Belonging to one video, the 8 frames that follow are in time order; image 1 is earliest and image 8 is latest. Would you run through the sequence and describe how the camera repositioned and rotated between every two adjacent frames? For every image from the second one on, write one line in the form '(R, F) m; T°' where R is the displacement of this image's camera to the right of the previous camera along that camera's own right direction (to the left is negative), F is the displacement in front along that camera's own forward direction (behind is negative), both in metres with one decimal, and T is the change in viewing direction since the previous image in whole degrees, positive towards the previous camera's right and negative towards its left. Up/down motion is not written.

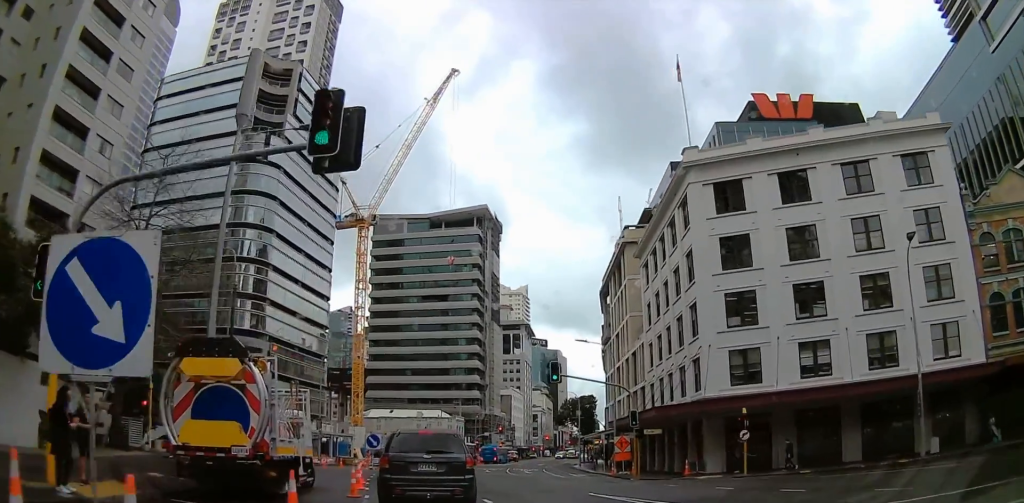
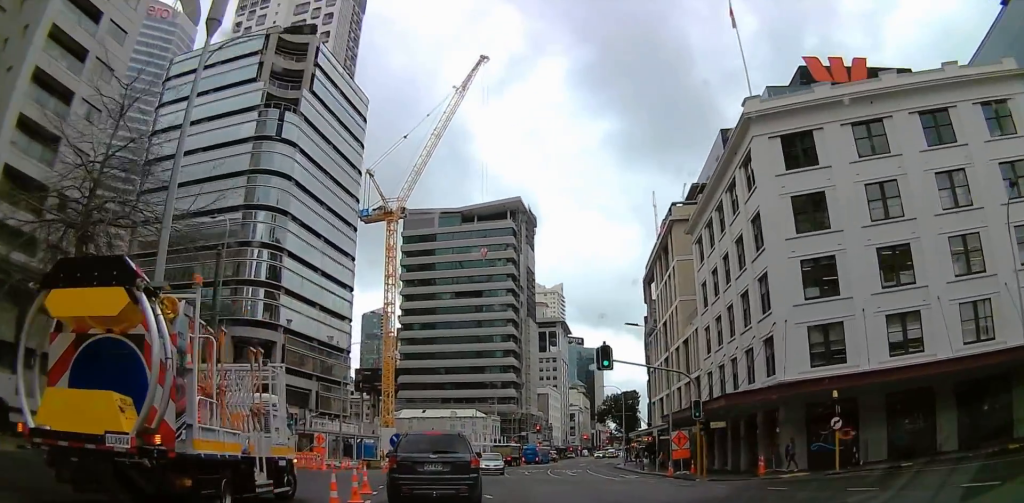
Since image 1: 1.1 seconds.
(-0.5, +6.2) m; -8°
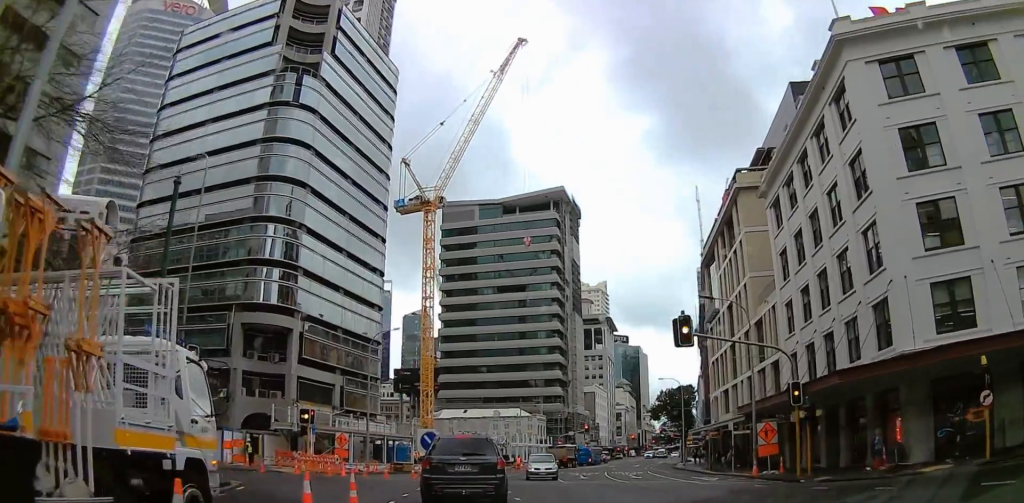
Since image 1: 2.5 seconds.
(-0.3, +7.4) m; -3°
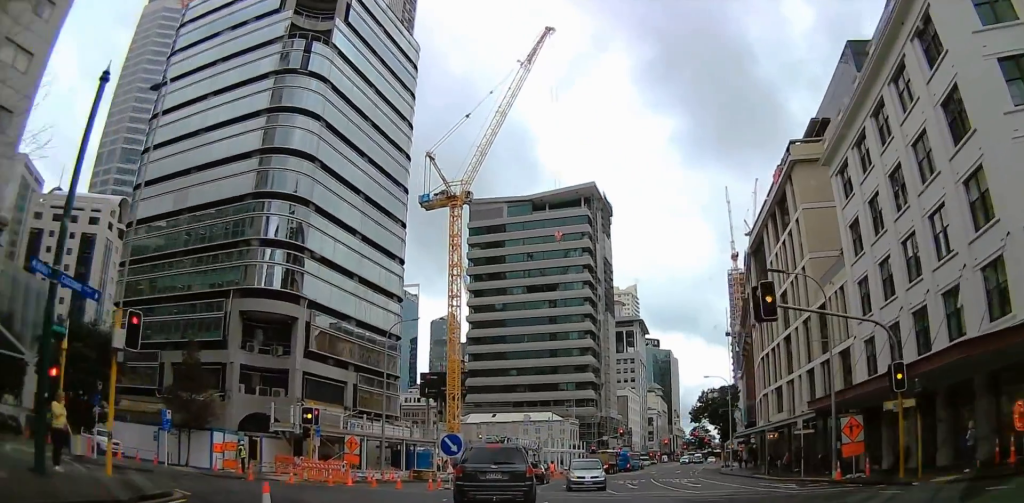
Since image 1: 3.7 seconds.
(0.0, +6.1) m; 0°
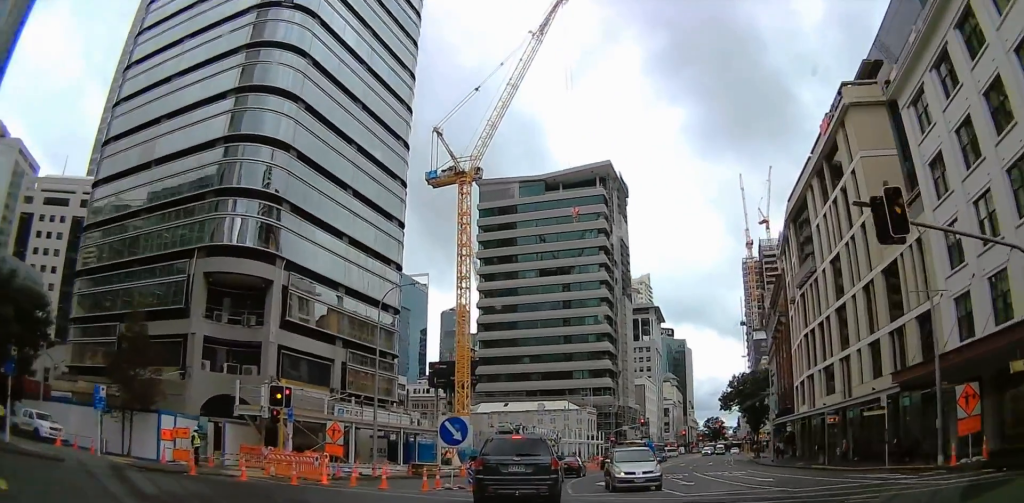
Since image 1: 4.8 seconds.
(0.0, +6.1) m; 0°
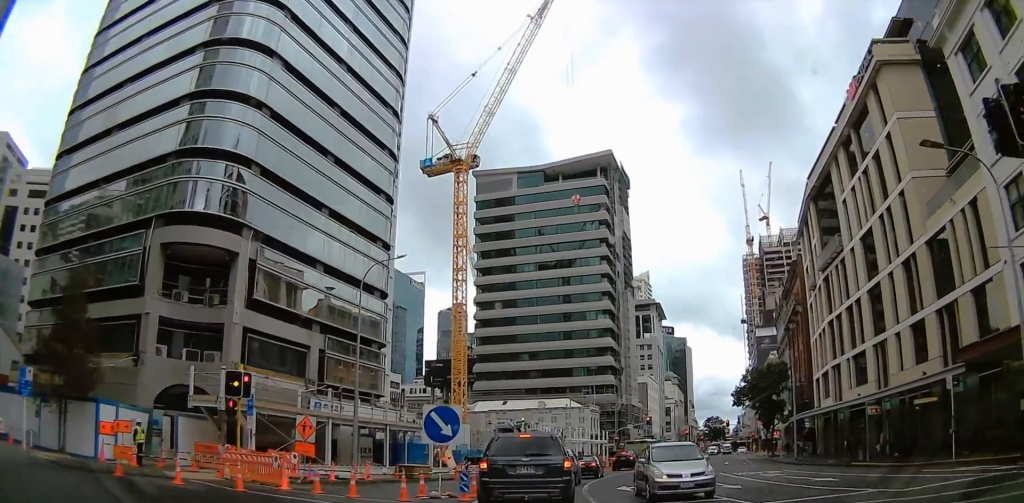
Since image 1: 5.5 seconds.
(0.0, +3.6) m; 0°
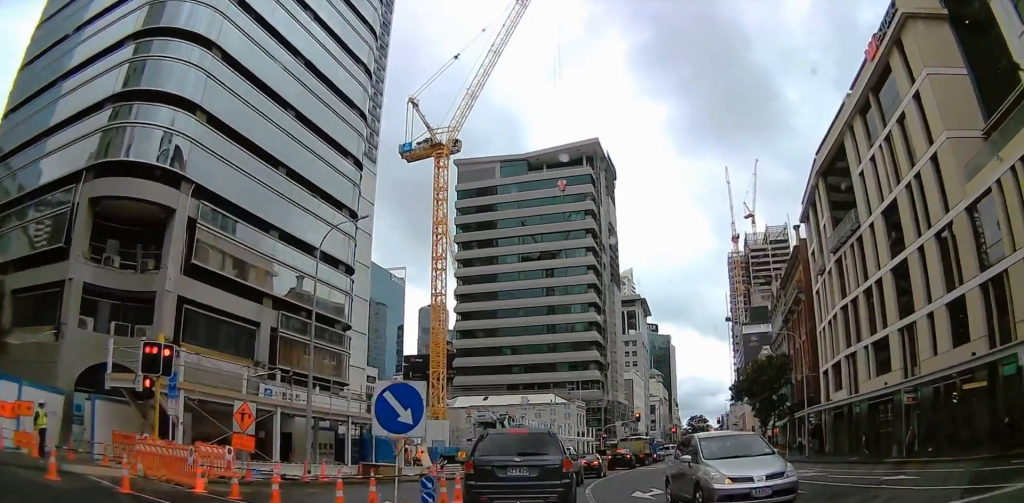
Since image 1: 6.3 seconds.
(0.0, +4.2) m; 0°
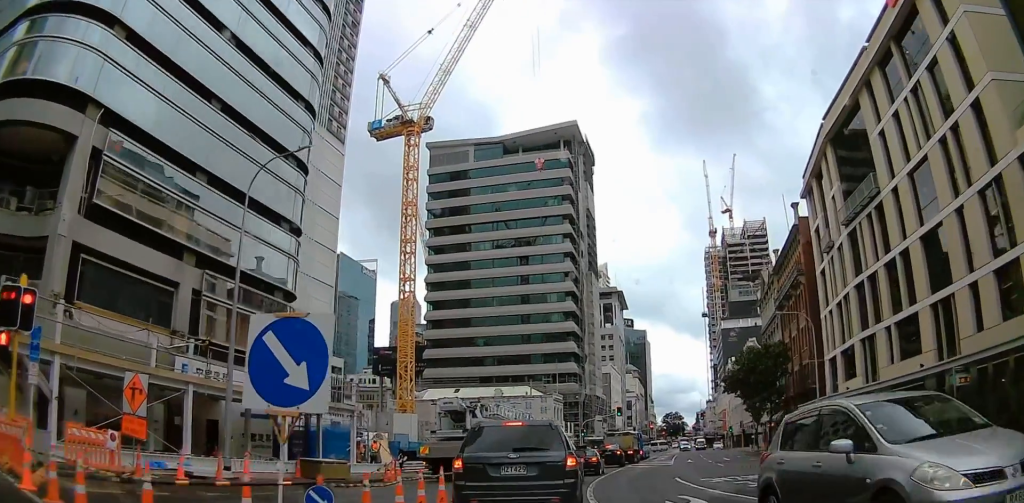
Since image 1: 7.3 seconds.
(0.0, +6.3) m; 0°
